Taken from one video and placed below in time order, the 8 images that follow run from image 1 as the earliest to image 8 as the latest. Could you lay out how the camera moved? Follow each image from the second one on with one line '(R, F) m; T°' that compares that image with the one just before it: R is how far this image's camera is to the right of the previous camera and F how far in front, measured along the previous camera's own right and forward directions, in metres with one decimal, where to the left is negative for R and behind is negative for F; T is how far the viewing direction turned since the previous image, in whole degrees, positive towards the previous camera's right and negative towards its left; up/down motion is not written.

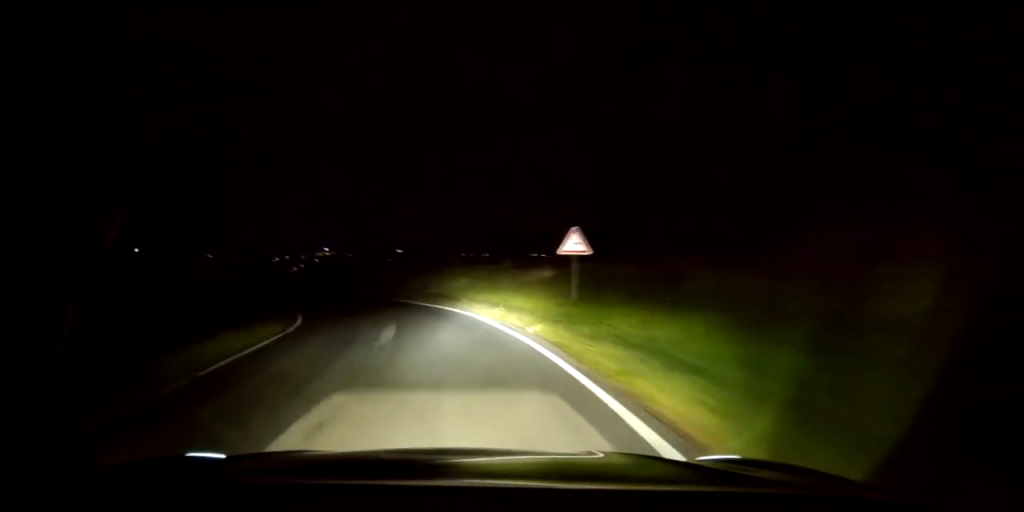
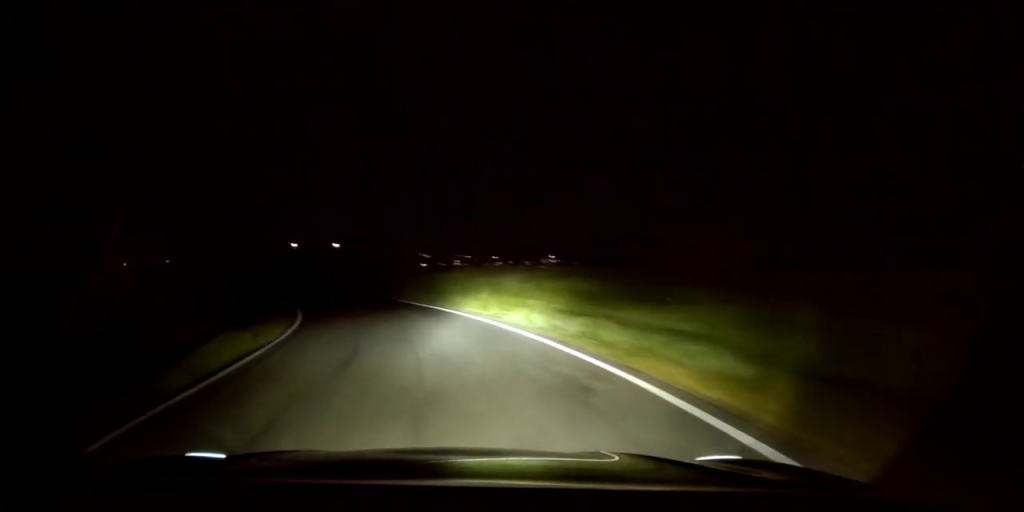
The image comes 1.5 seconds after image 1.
(-0.8, +26.0) m; -7°
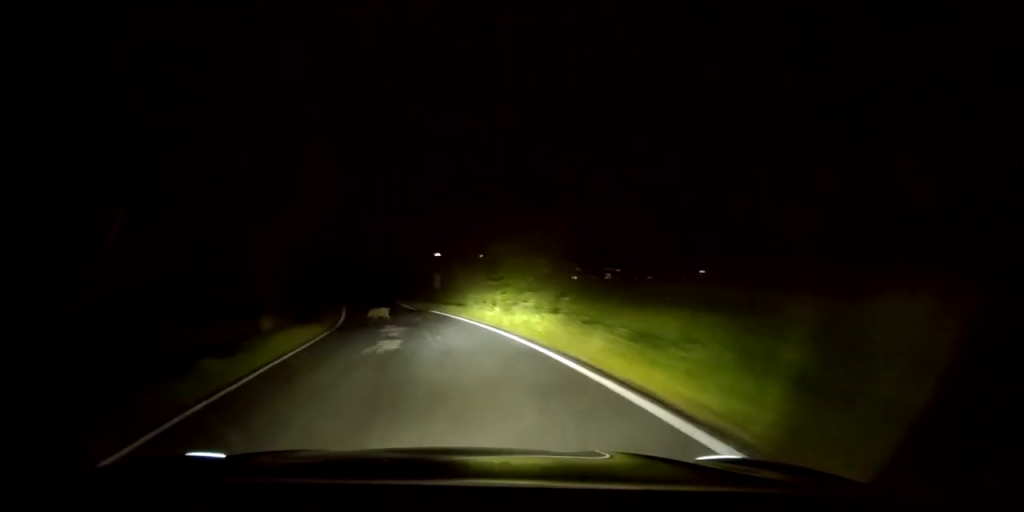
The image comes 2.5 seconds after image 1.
(-0.7, +16.4) m; -10°
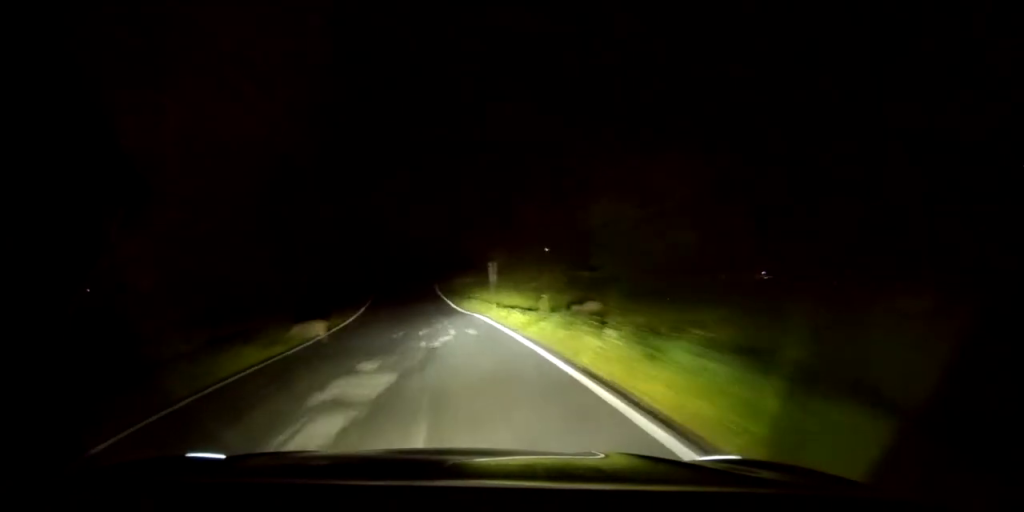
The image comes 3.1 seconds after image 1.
(-1.1, +11.2) m; -10°
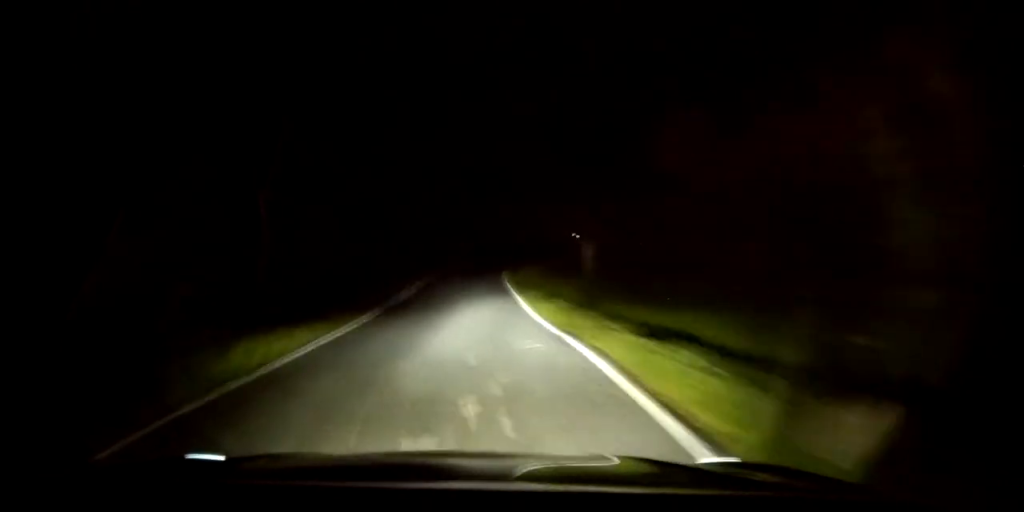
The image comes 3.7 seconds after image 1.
(-1.2, +11.8) m; -8°
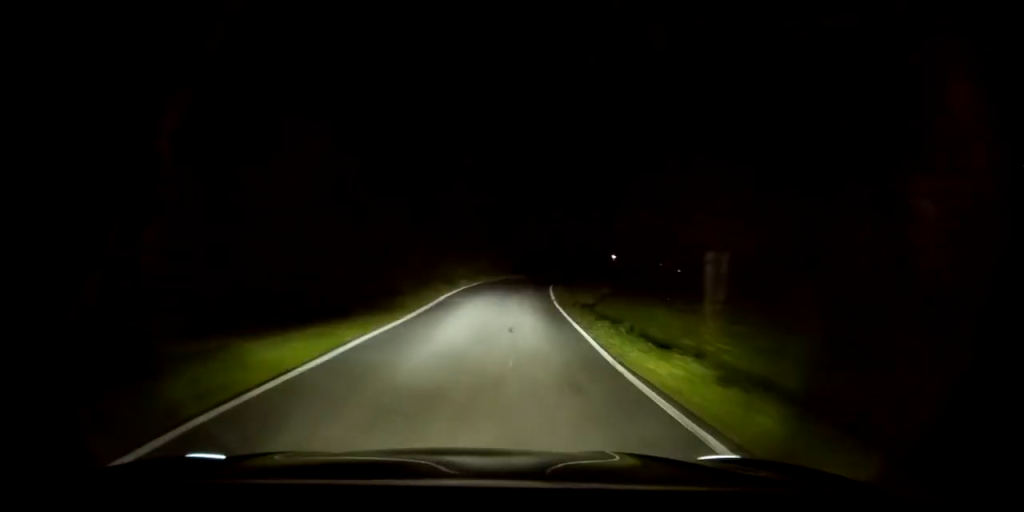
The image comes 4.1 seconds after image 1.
(-0.9, +8.9) m; -5°
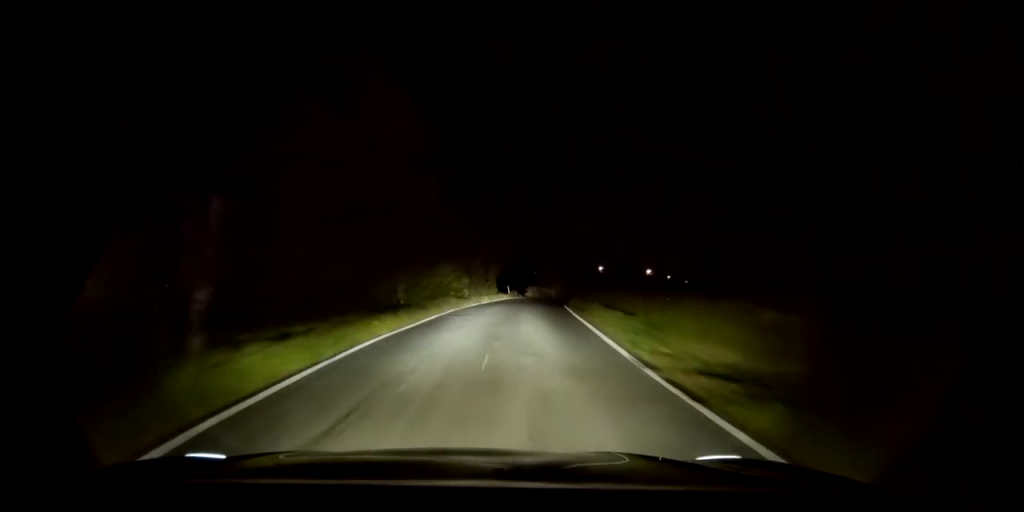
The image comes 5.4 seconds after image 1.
(-1.0, +23.6) m; -8°
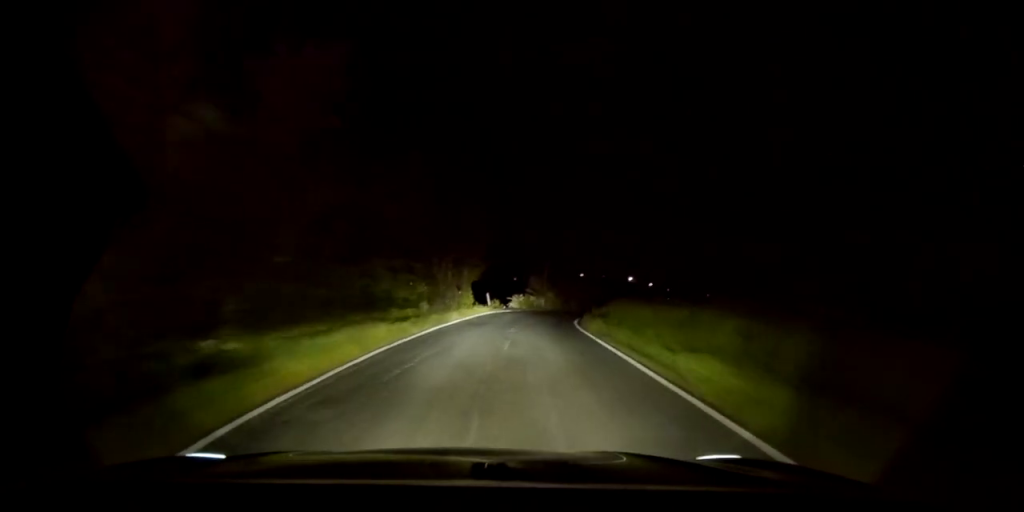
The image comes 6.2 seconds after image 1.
(-1.6, +15.5) m; -4°
